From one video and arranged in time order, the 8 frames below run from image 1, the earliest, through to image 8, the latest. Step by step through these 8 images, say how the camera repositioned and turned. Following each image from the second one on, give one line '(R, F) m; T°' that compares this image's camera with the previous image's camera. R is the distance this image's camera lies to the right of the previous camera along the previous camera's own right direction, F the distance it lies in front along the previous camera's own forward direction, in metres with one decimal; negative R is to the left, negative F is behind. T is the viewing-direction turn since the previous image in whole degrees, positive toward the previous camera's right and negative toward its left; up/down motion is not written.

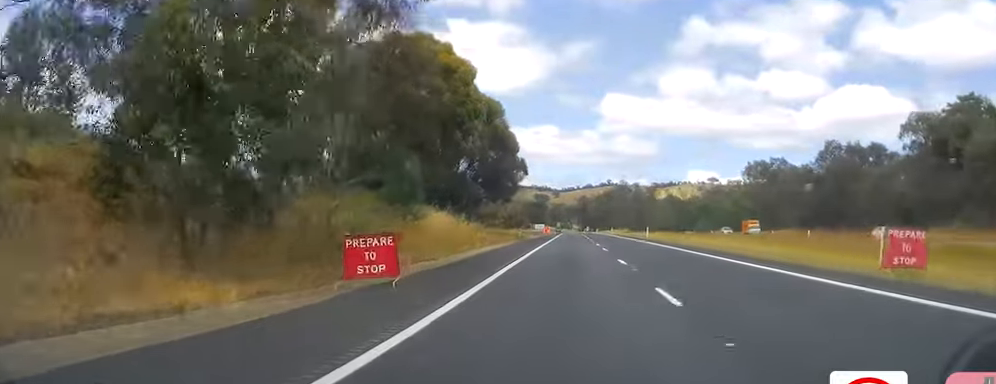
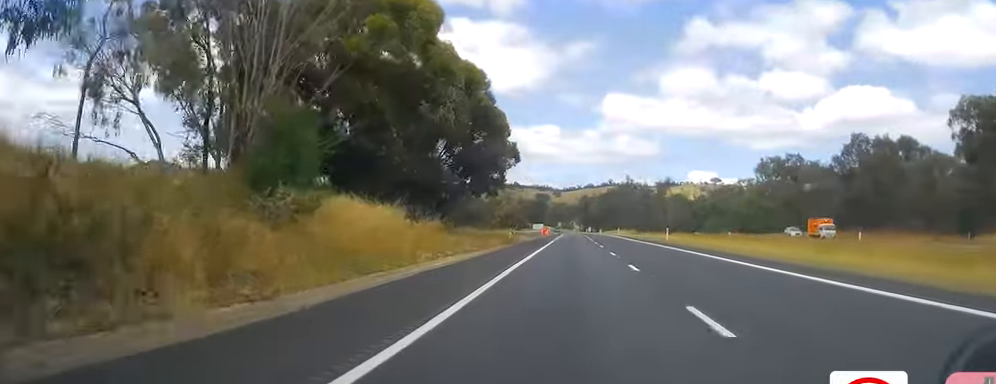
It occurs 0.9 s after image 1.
(0.0, +14.7) m; 0°
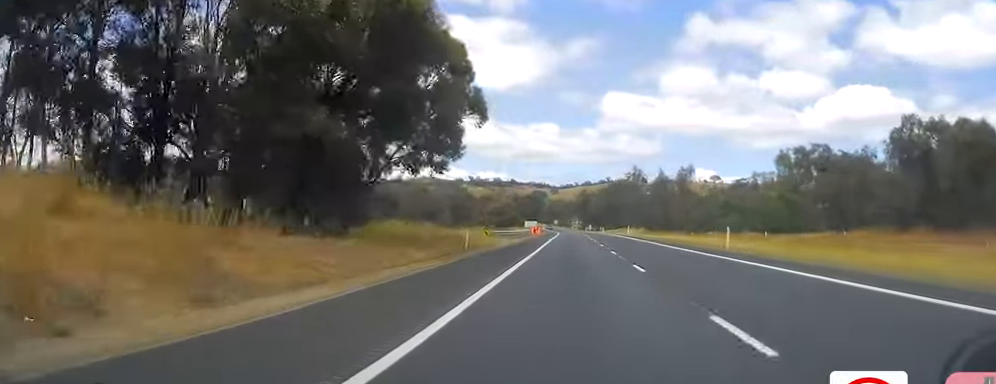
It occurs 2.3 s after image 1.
(0.0, +24.6) m; 0°
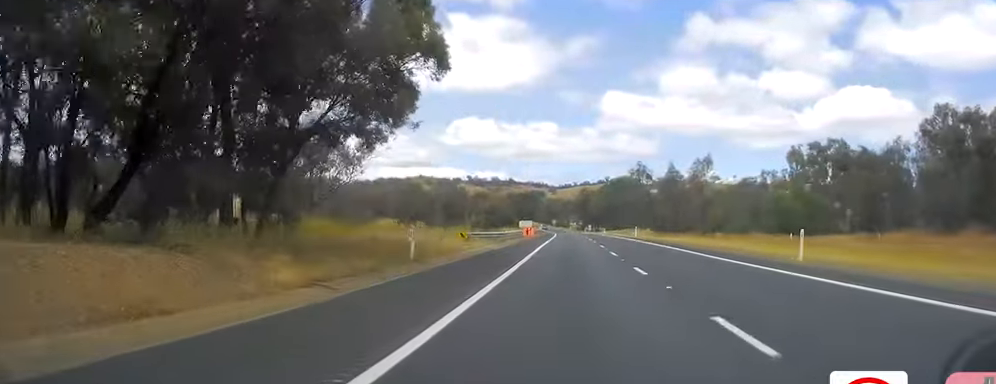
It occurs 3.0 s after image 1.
(+0.1, +12.6) m; -1°
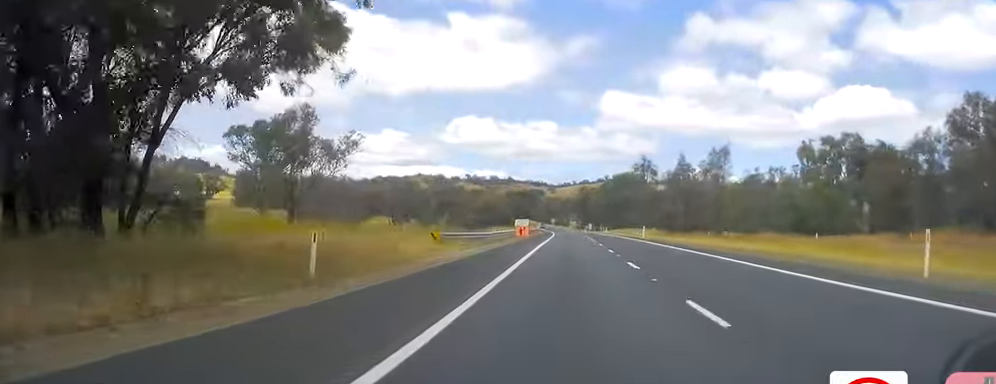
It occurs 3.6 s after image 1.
(-0.2, +9.8) m; 0°
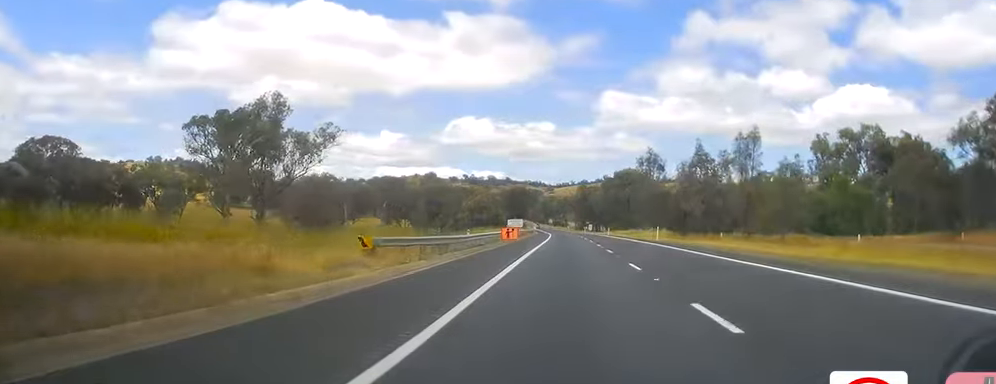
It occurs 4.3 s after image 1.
(-0.1, +12.7) m; 0°
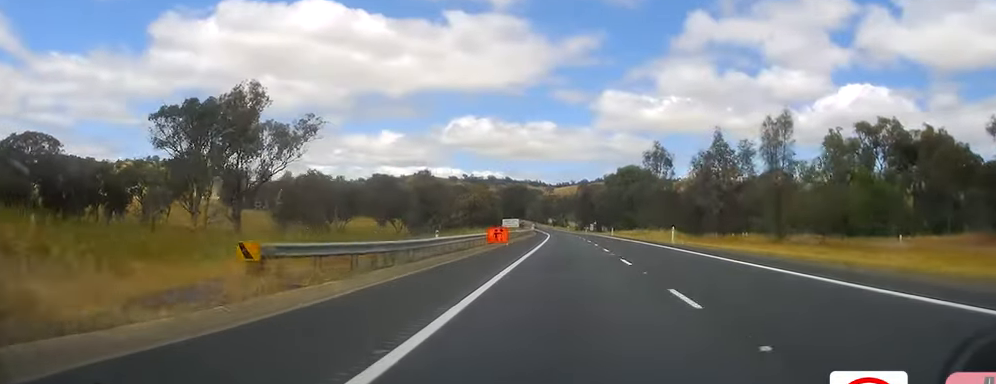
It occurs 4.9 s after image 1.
(+0.2, +9.2) m; +1°
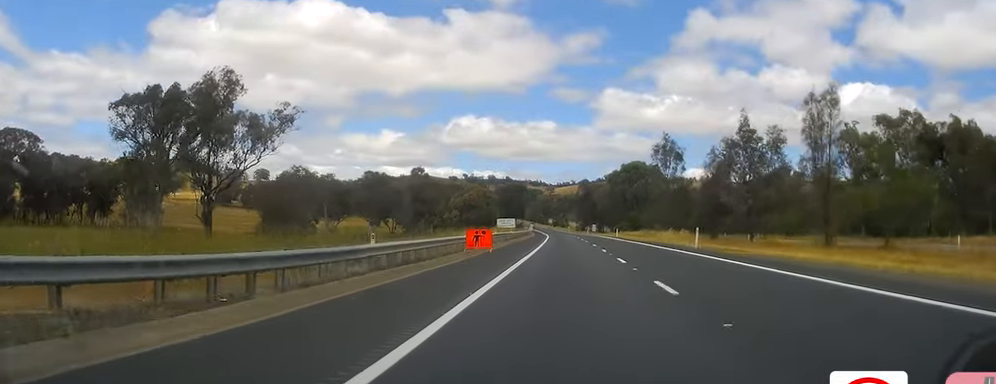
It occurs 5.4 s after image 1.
(+0.1, +9.7) m; 0°
